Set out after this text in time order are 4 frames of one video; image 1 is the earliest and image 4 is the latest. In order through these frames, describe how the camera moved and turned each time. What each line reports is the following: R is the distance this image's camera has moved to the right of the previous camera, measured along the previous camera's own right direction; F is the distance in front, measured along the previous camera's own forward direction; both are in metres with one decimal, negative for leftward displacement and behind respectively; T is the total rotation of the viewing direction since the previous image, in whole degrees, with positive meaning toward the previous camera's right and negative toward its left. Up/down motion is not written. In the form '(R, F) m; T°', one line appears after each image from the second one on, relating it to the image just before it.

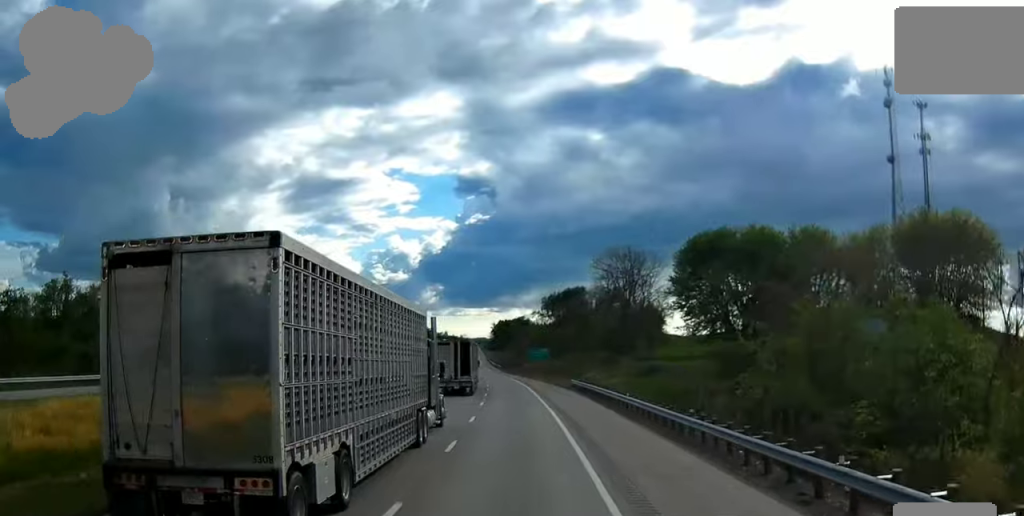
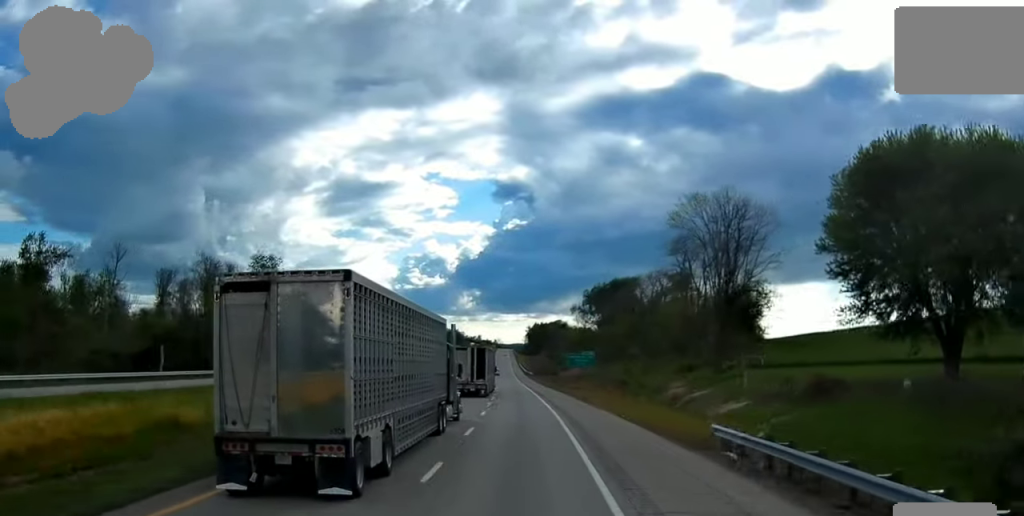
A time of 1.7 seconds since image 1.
(-0.8, +53.5) m; -3°
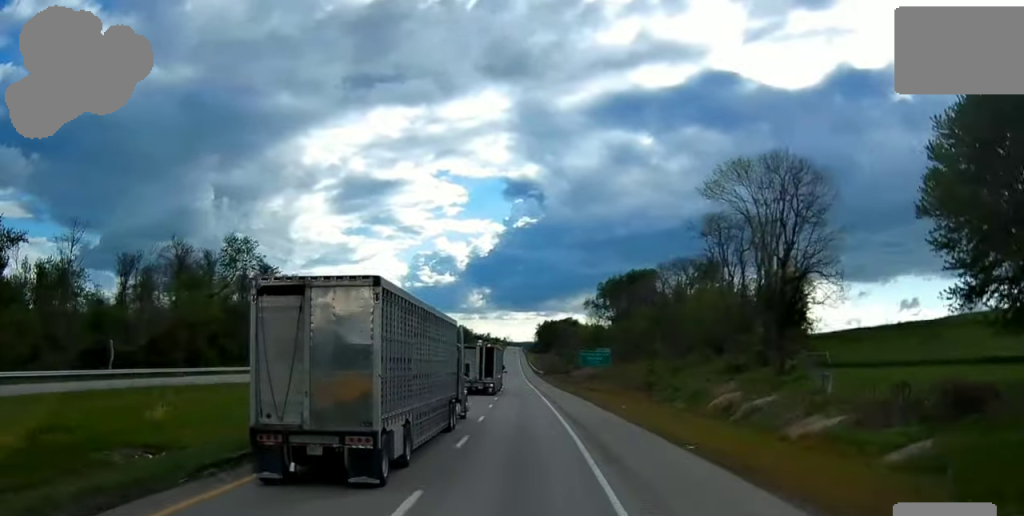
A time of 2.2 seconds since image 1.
(-0.5, +15.9) m; 0°
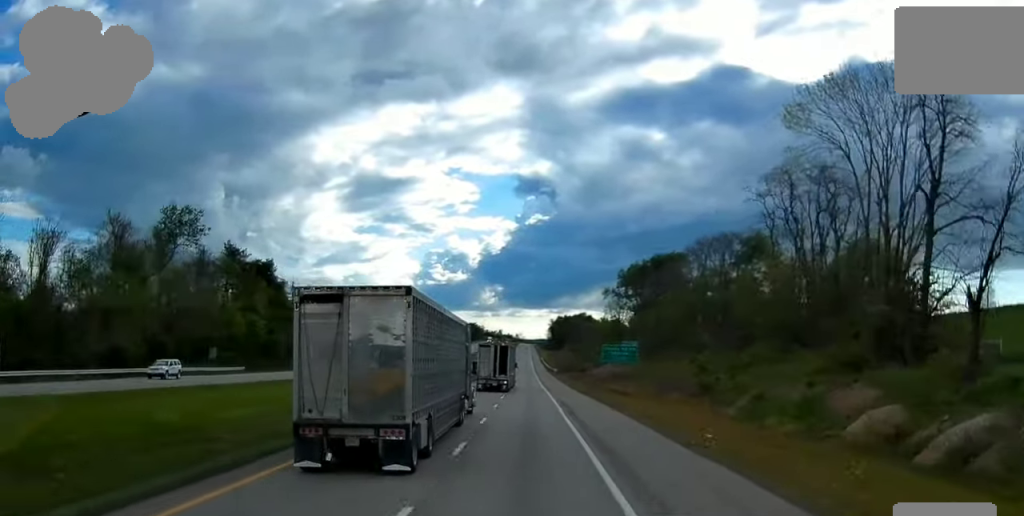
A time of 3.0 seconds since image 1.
(-0.3, +25.4) m; -1°
